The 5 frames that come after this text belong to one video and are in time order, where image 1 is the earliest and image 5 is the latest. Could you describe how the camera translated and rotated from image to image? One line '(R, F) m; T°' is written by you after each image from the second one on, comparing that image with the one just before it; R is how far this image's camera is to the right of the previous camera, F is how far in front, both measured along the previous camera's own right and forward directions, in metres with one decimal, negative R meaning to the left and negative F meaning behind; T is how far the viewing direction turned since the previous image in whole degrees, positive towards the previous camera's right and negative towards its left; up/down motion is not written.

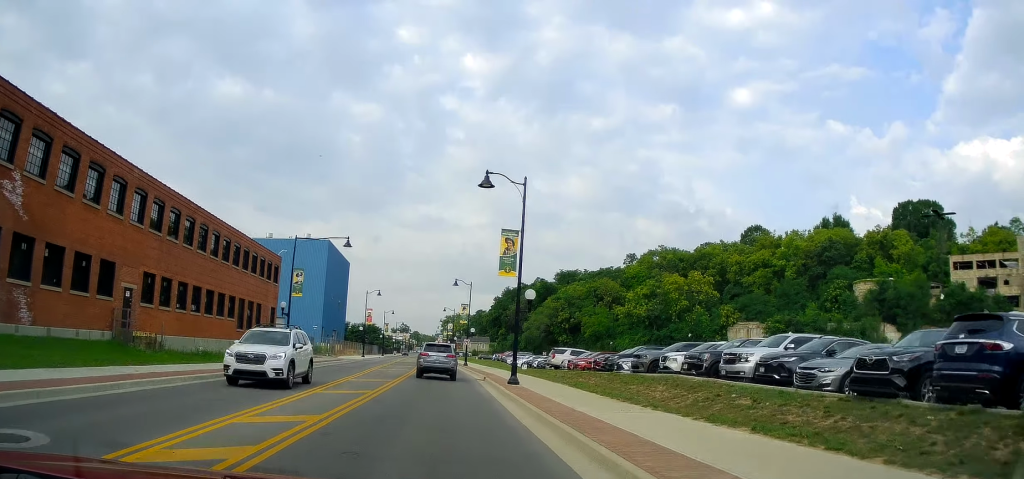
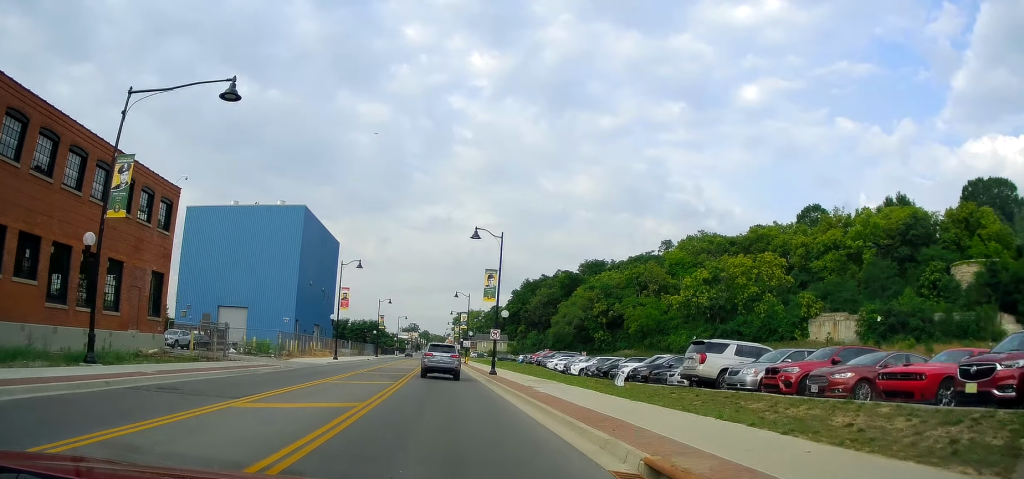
(0.0, +27.7) m; 0°
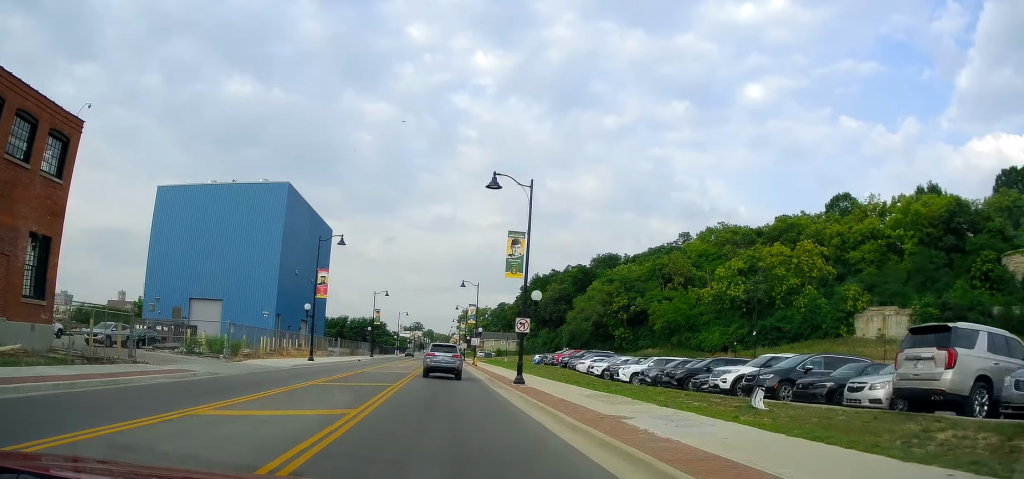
(0.0, +12.4) m; 0°
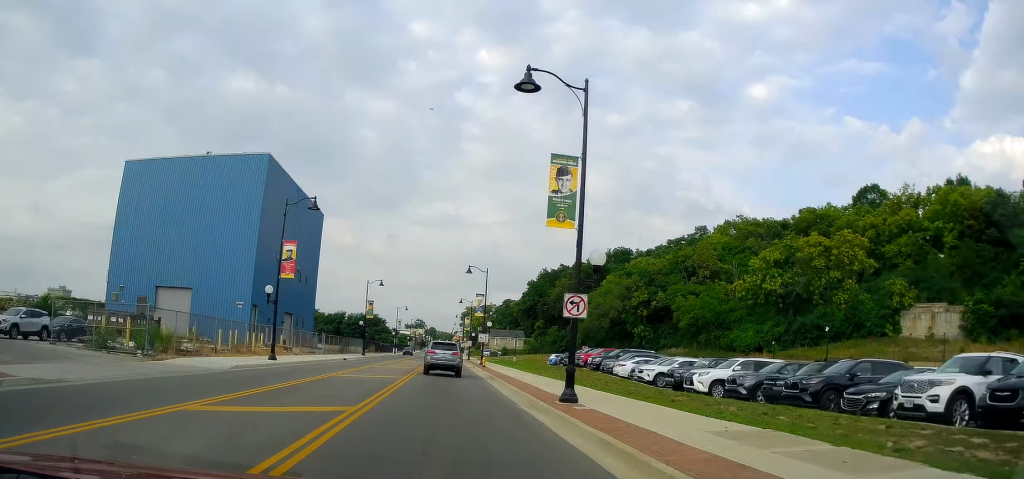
(0.0, +11.2) m; 0°
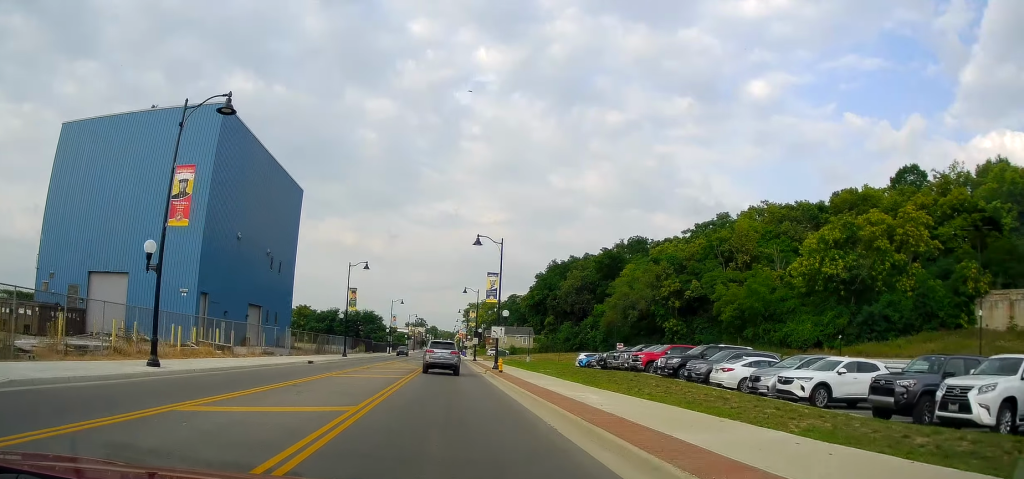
(+0.1, +16.0) m; +1°
